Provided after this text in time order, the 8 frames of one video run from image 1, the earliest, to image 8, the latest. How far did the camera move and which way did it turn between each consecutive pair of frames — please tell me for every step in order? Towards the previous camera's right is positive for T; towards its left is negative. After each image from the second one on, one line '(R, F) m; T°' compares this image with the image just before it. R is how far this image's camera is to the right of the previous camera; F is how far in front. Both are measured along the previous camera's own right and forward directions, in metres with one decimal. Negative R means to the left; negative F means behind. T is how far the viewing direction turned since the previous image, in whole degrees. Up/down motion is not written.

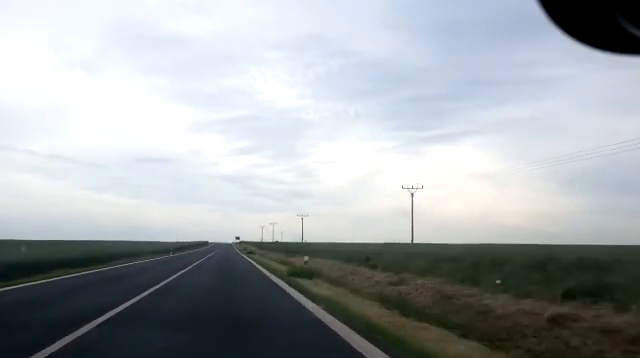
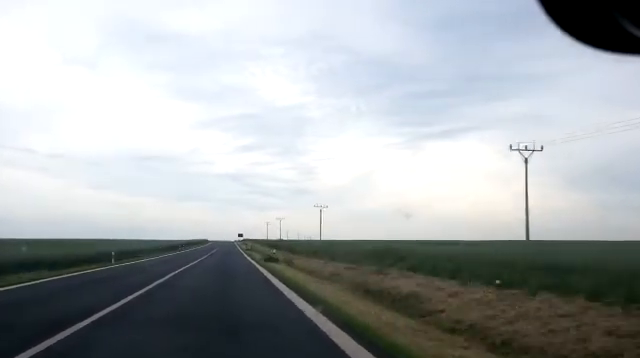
(+0.2, +28.5) m; 0°
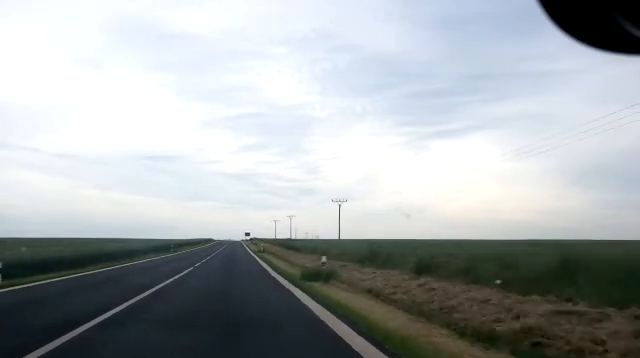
(+0.1, +14.5) m; 0°
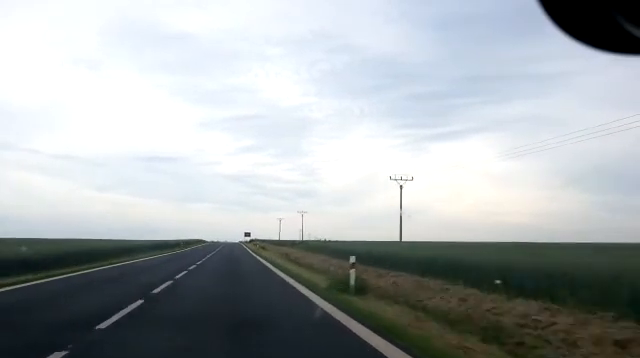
(-0.3, +40.8) m; 0°
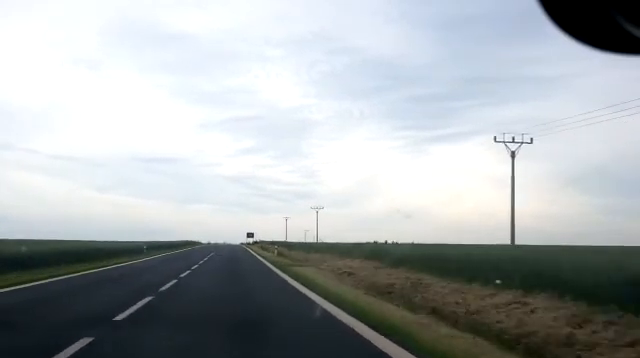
(-0.2, +25.9) m; 0°
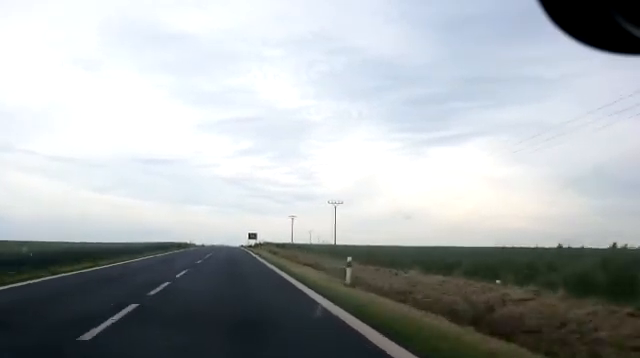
(+0.2, +23.5) m; 0°
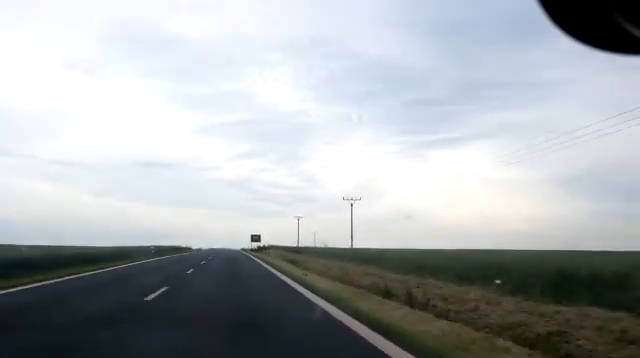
(0.0, +14.0) m; 0°
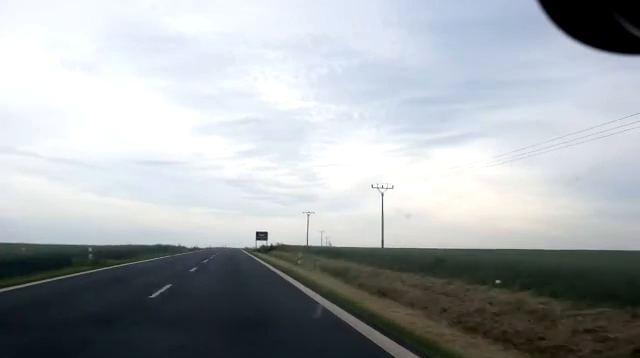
(-0.1, +17.8) m; 0°
